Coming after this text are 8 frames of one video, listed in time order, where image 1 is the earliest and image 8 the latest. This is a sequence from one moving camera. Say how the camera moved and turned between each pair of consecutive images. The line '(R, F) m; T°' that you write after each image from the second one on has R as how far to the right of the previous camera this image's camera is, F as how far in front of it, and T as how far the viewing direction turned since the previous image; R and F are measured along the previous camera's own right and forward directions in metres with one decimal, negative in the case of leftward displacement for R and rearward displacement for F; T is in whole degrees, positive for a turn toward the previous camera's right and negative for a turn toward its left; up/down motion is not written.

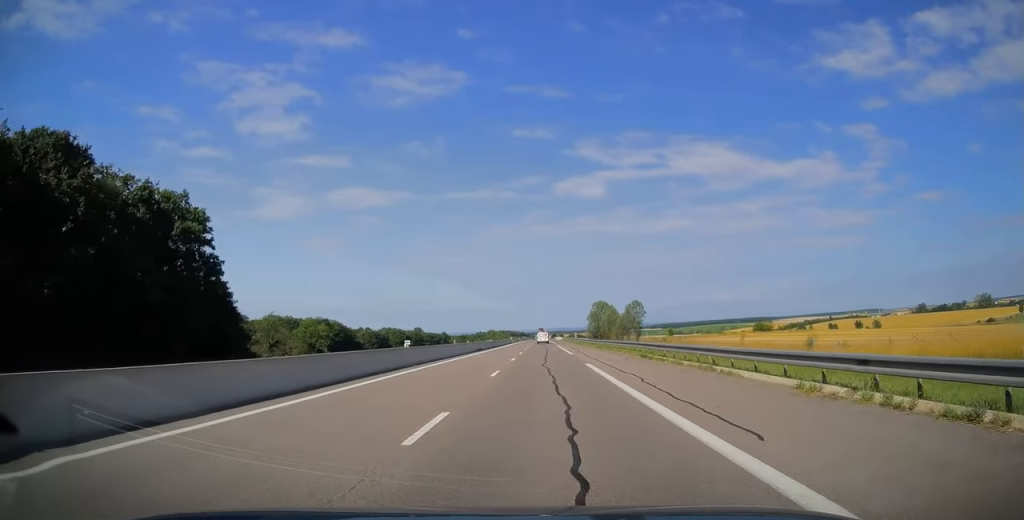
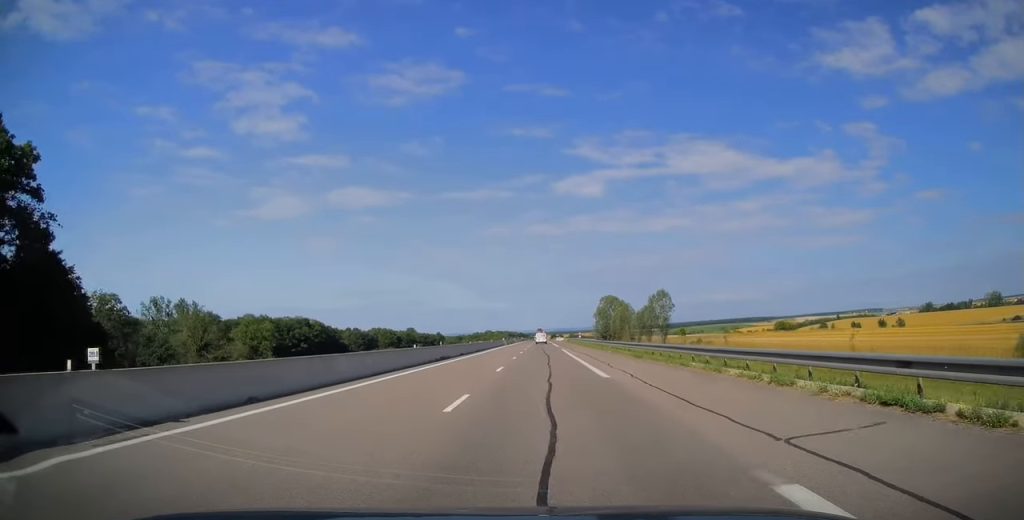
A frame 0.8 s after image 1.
(-0.1, +19.4) m; 0°
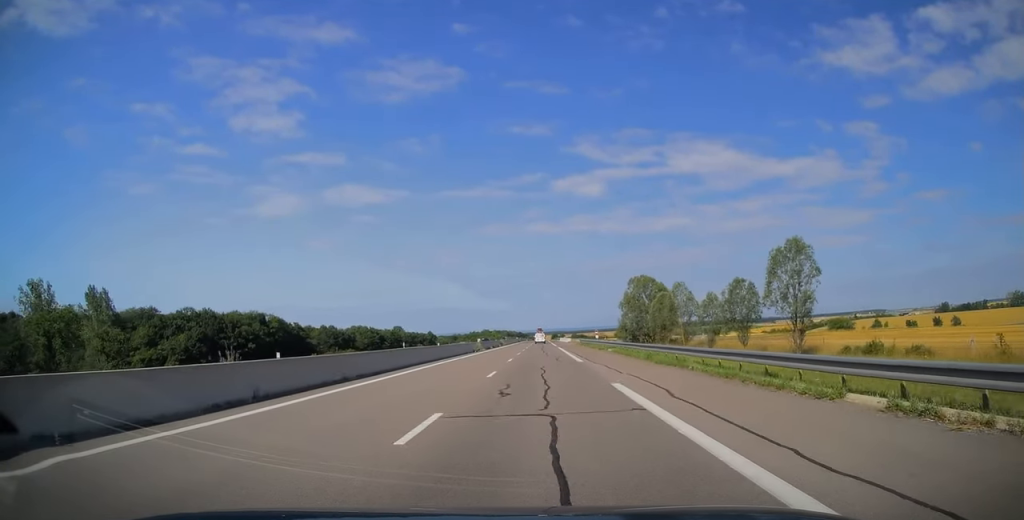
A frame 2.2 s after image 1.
(0.0, +36.9) m; 0°
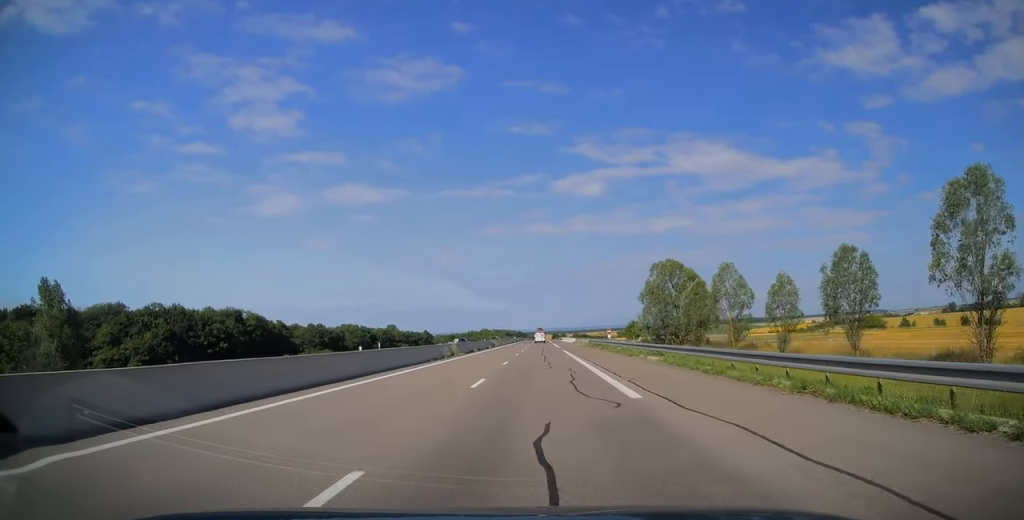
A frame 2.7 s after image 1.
(0.0, +16.7) m; 0°
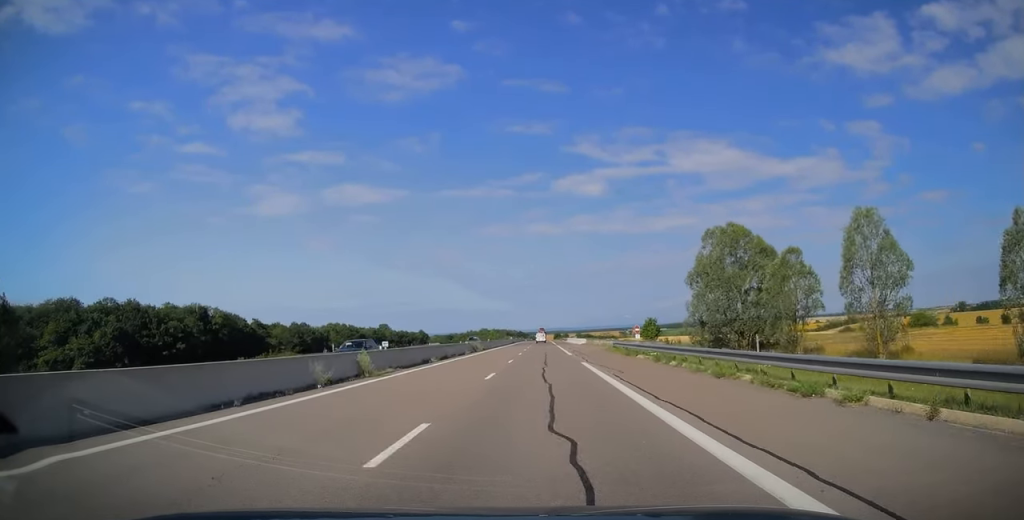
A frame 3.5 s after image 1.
(0.0, +22.9) m; 0°
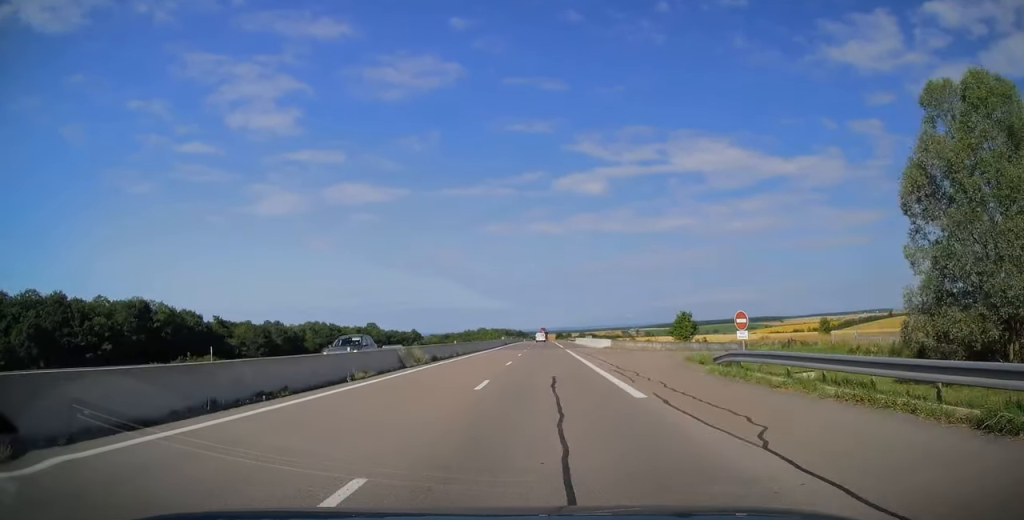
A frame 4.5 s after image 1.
(0.0, +27.9) m; 0°
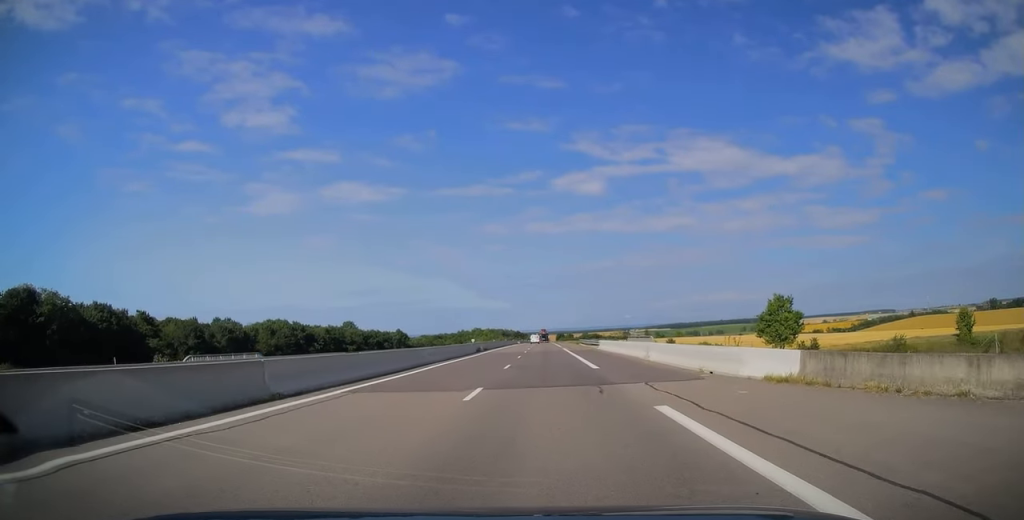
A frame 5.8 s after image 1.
(+0.1, +36.1) m; +1°
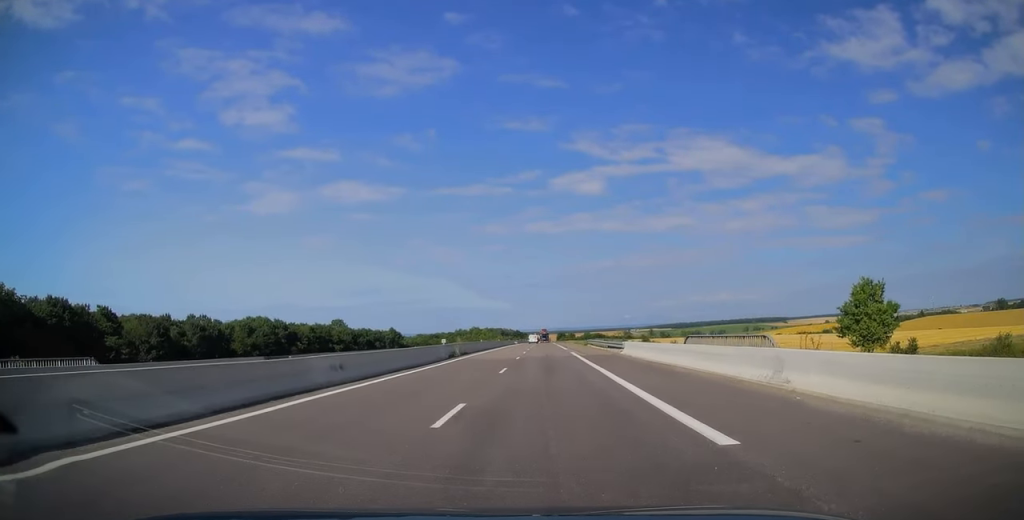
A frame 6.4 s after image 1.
(+0.1, +15.6) m; 0°
